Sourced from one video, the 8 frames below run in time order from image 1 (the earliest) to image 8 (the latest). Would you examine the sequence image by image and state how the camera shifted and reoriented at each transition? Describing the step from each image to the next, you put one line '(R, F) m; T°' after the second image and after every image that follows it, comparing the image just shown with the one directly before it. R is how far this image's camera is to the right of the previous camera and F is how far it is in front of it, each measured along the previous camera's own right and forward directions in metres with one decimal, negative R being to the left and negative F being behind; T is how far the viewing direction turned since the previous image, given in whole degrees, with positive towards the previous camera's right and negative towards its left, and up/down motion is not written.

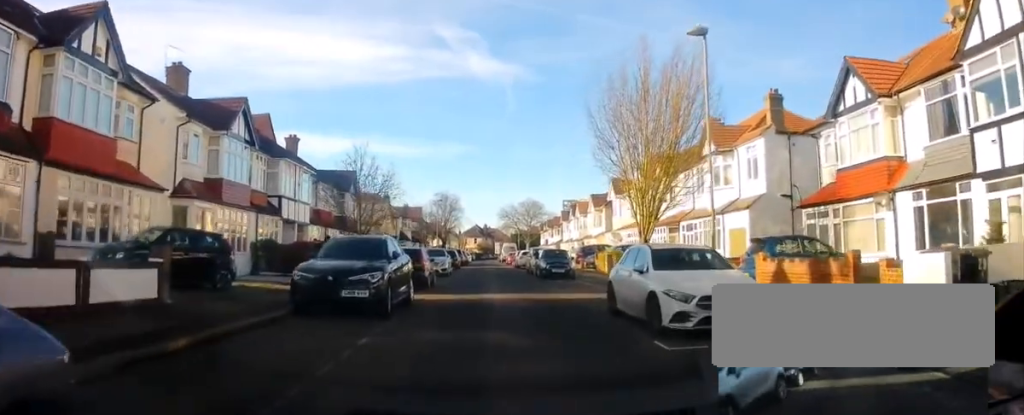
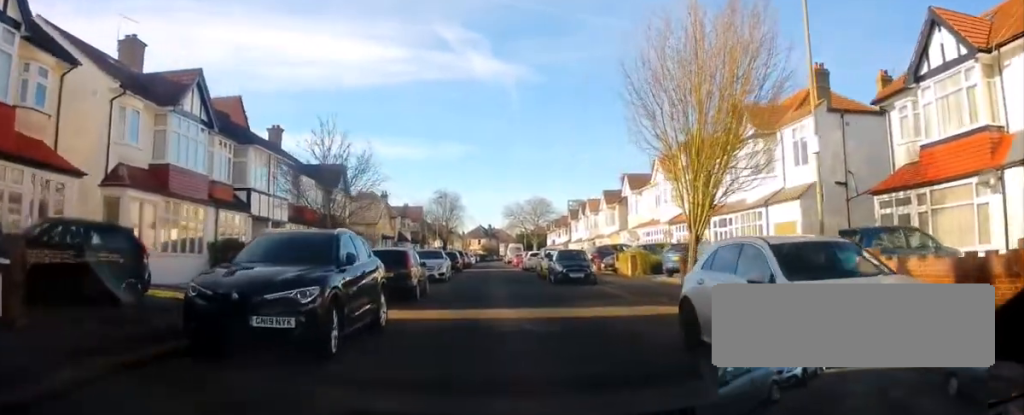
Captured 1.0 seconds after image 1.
(0.0, +4.6) m; 0°
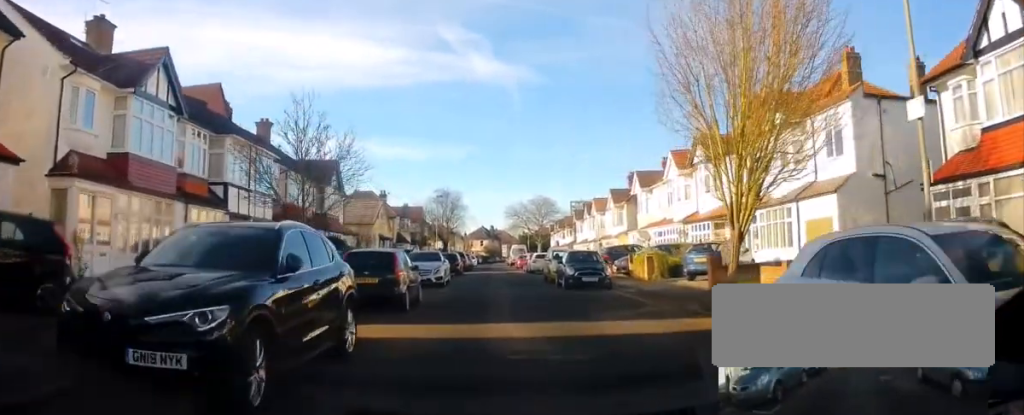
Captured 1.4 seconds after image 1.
(0.0, +2.4) m; 0°
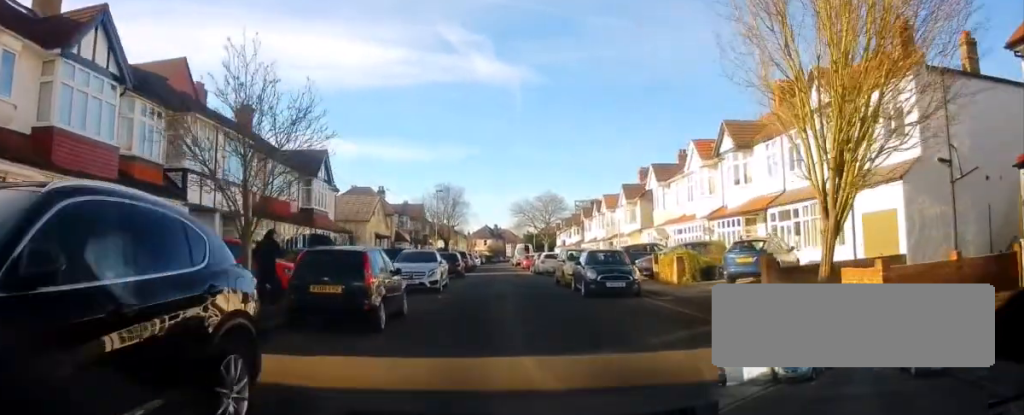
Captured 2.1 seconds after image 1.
(0.0, +3.6) m; 0°
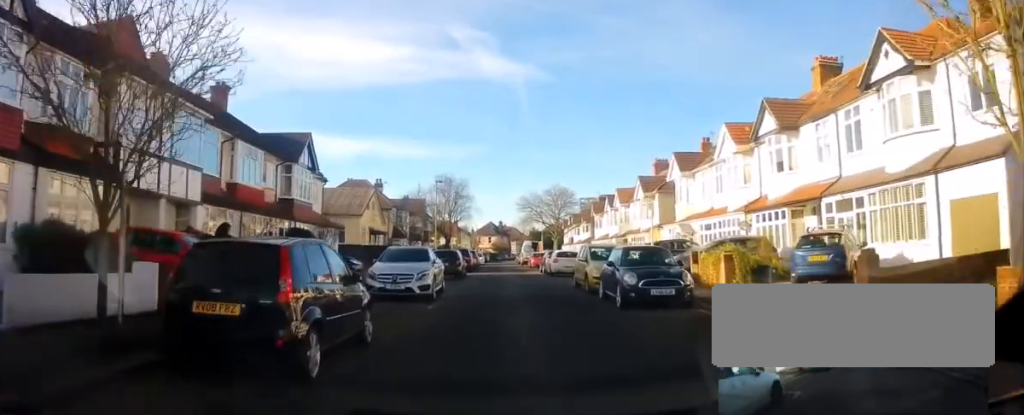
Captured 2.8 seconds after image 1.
(0.0, +3.9) m; +2°
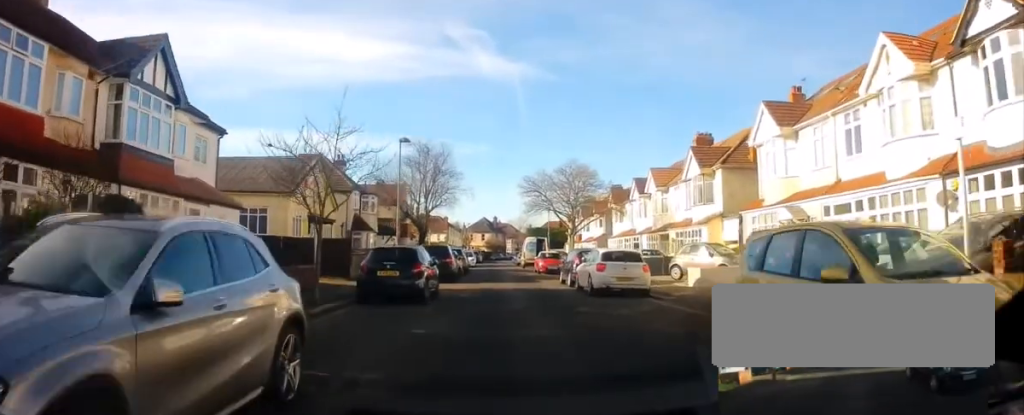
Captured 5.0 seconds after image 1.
(+0.4, +13.7) m; -1°
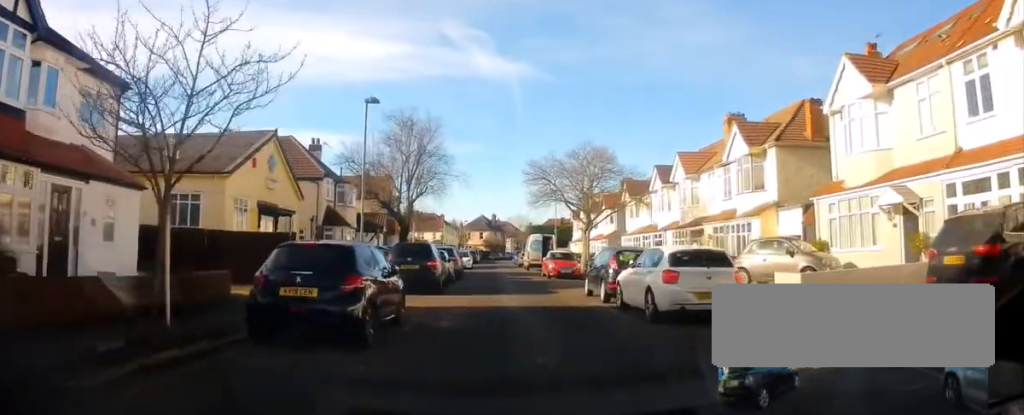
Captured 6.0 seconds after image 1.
(-0.2, +6.7) m; -2°
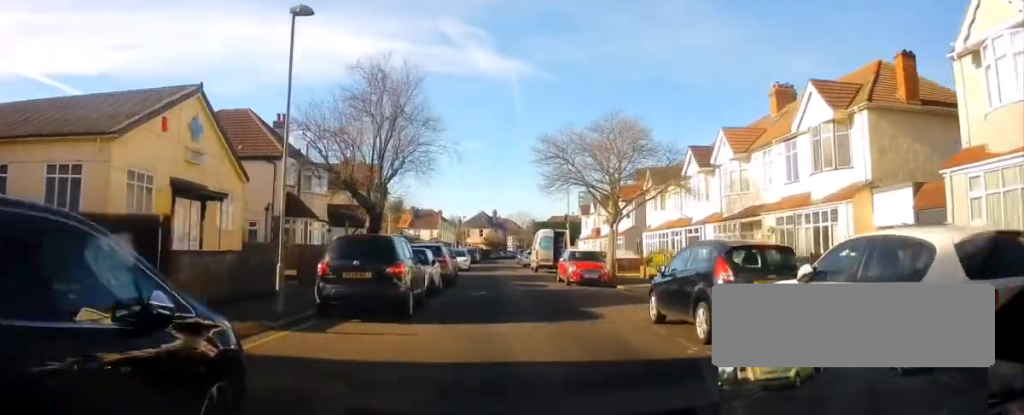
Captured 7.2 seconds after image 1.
(0.0, +7.4) m; 0°
